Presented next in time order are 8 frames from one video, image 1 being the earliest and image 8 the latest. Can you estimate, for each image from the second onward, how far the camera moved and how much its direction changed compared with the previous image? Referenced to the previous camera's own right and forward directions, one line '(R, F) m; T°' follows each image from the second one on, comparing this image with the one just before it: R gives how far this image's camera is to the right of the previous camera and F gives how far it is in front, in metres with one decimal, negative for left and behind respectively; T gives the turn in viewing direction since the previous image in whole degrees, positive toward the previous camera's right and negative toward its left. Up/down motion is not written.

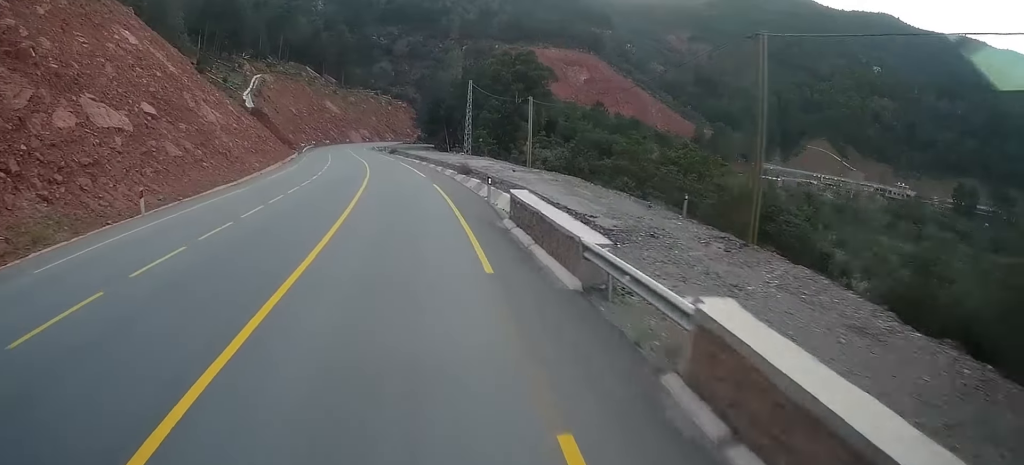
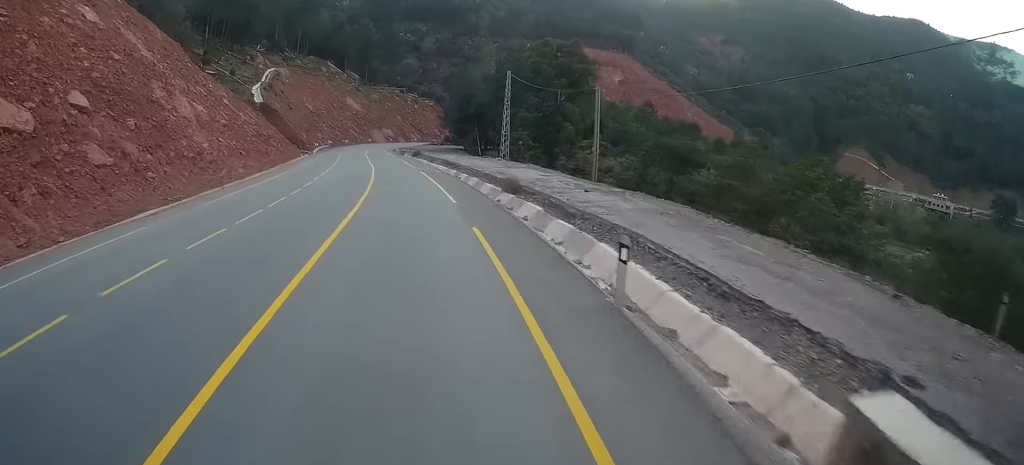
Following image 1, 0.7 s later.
(-0.4, +14.4) m; -4°
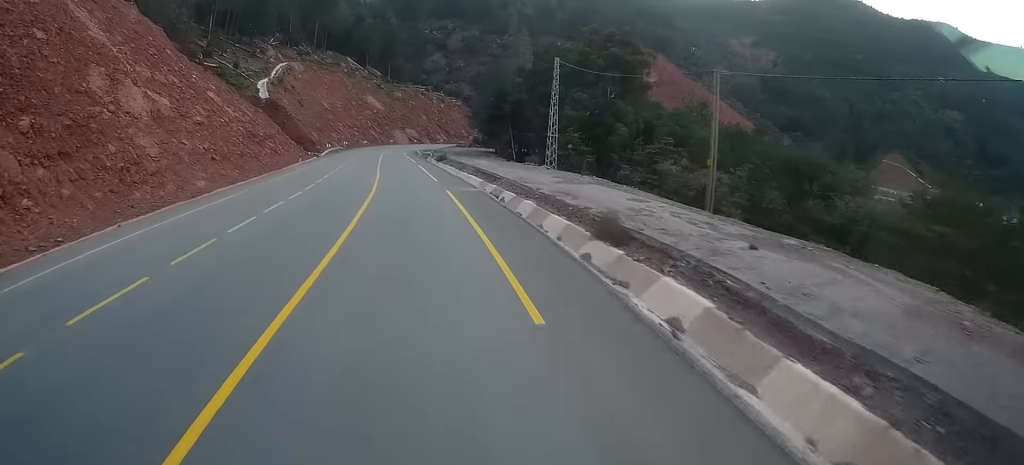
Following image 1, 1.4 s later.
(-0.4, +14.4) m; -4°
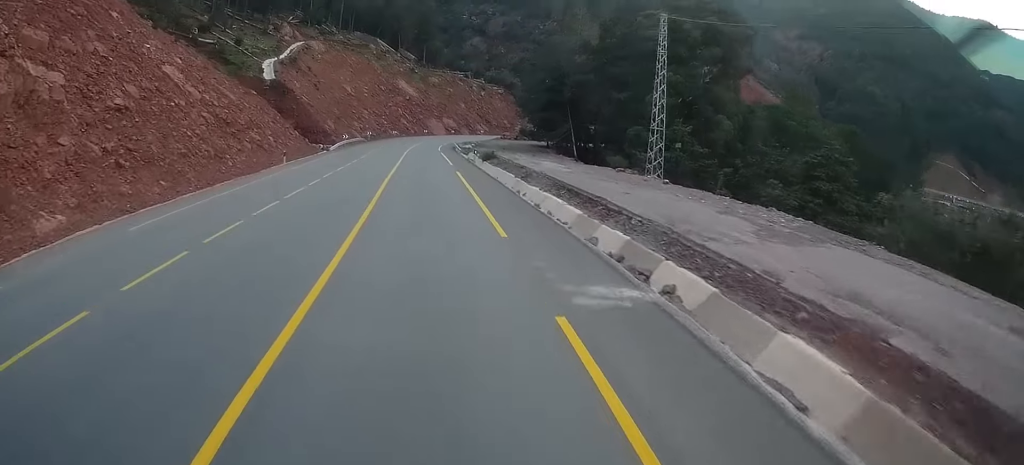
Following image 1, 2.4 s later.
(-1.1, +19.8) m; -4°
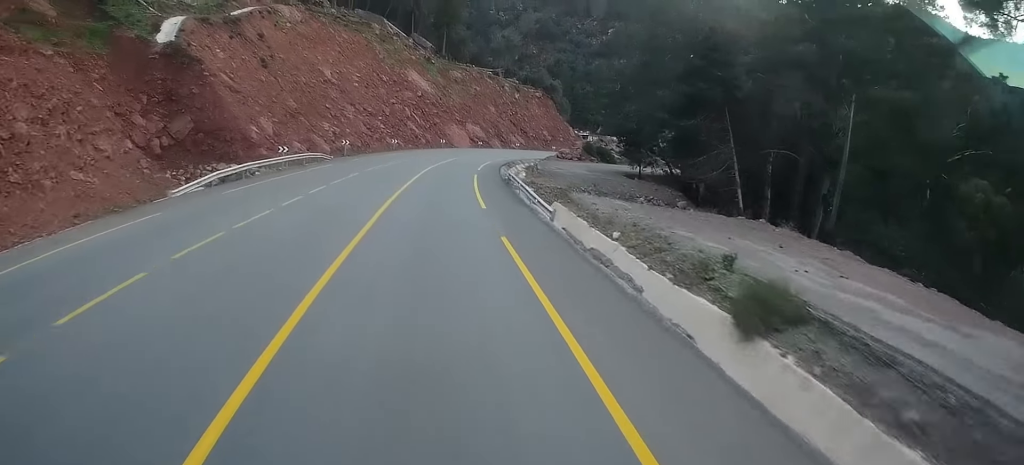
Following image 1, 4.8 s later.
(-1.1, +45.2) m; 0°
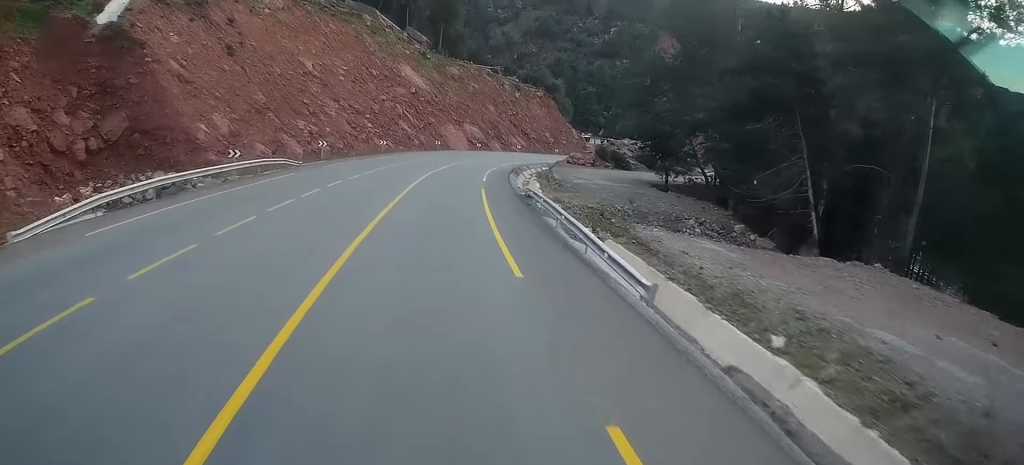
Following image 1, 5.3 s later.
(-0.1, +10.0) m; +2°
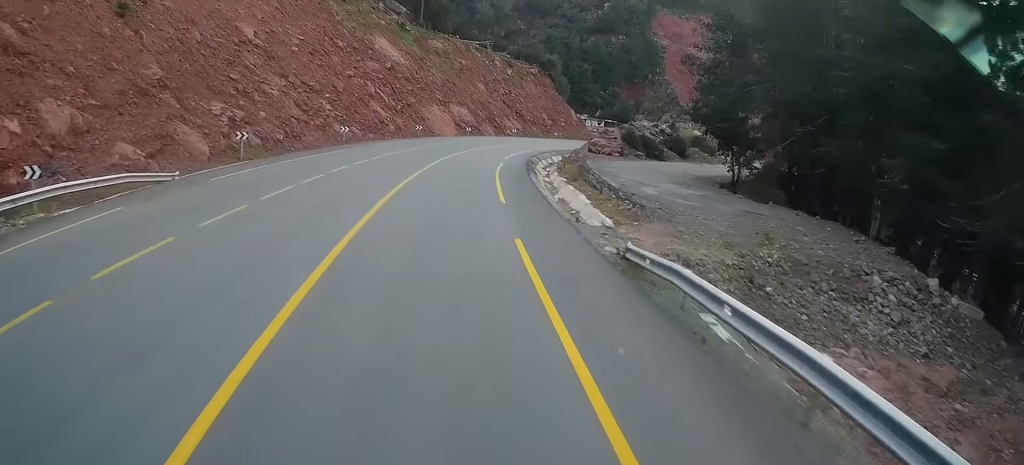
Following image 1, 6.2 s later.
(+0.8, +18.1) m; +6°
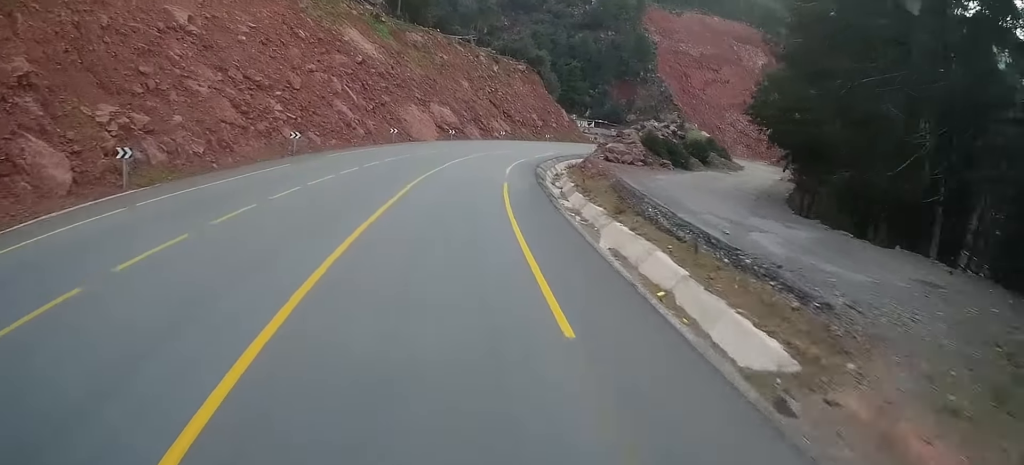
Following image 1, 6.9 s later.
(+0.7, +11.9) m; +4°
